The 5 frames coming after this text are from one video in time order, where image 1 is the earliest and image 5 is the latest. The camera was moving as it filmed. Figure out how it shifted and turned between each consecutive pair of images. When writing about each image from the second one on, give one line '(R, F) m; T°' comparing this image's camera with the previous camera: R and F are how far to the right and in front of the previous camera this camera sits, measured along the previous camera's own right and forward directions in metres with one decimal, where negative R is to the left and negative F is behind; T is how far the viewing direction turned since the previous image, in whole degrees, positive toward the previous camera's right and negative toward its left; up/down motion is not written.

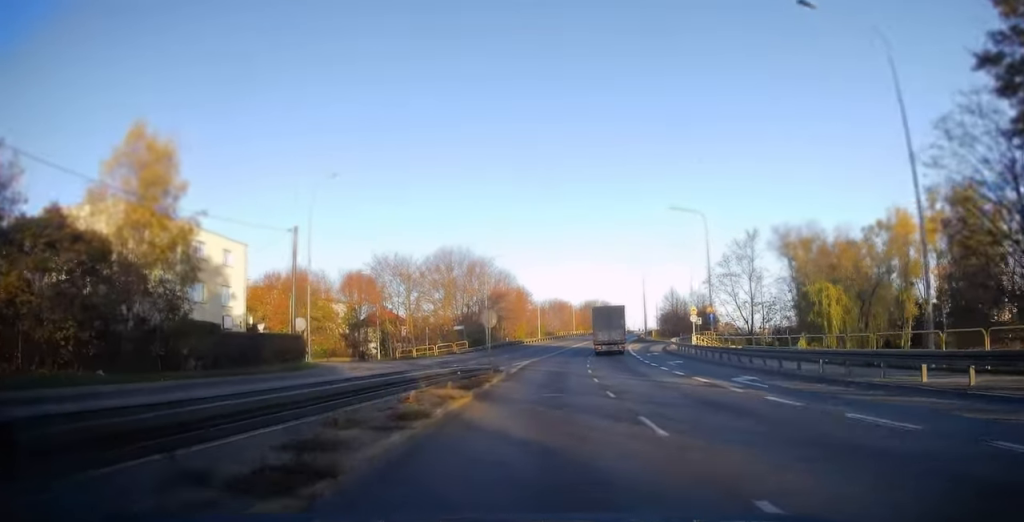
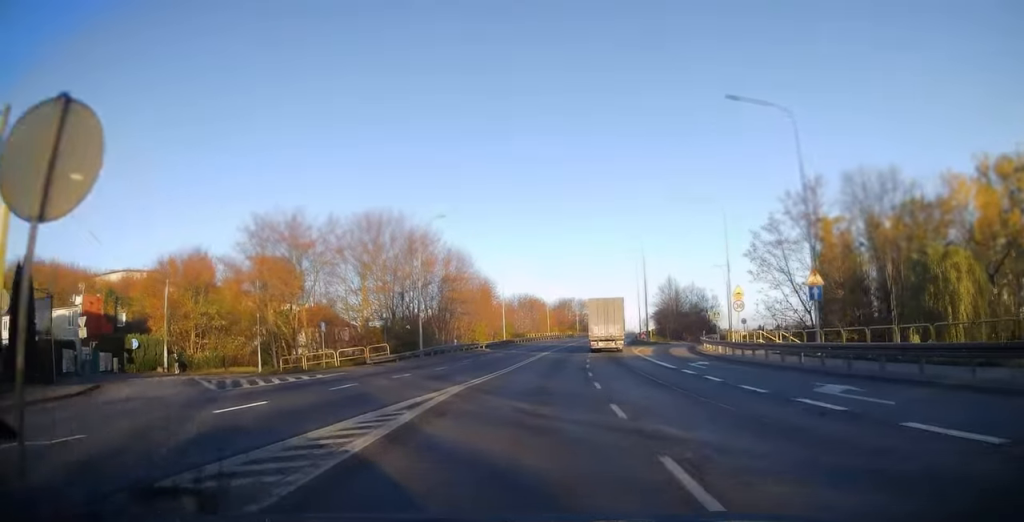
(+0.6, +22.7) m; +2°
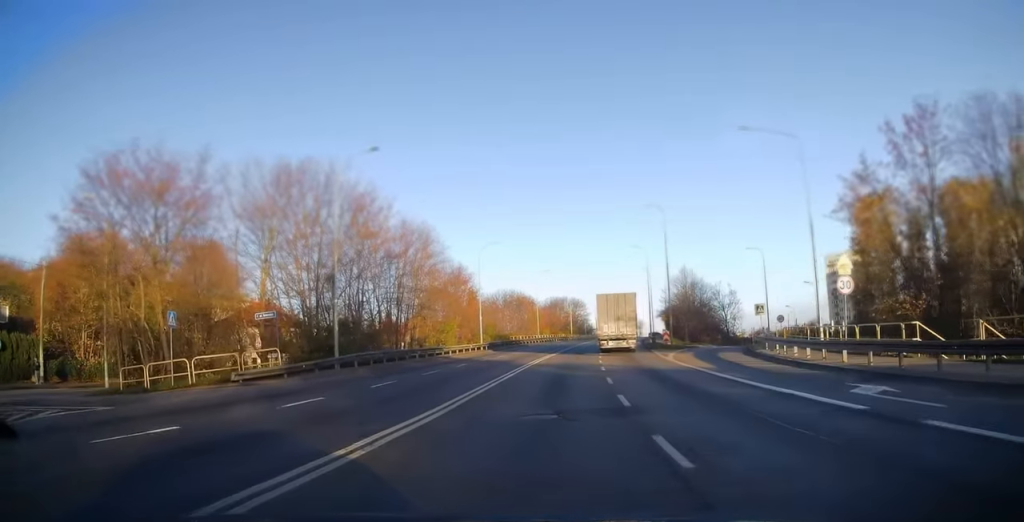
(0.0, +16.3) m; +1°
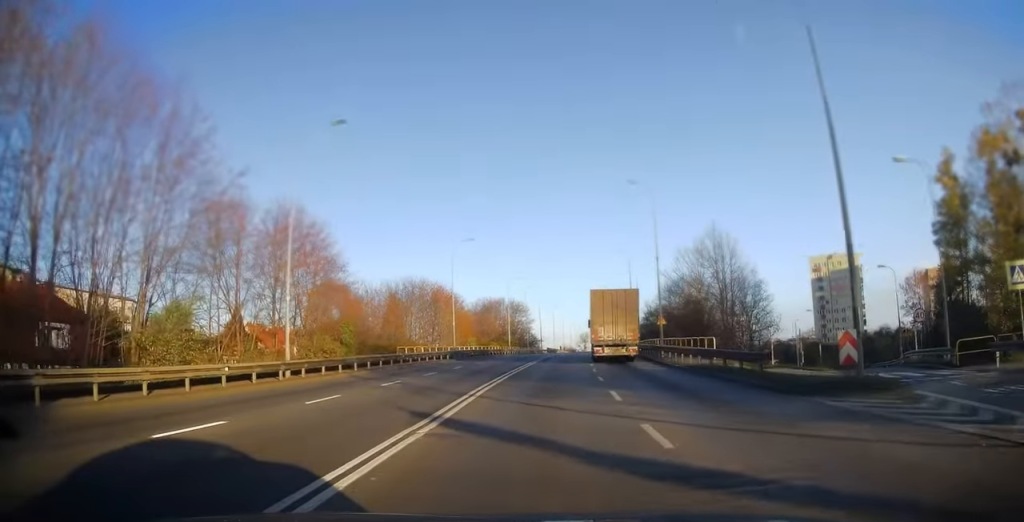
(+1.9, +34.4) m; +6°
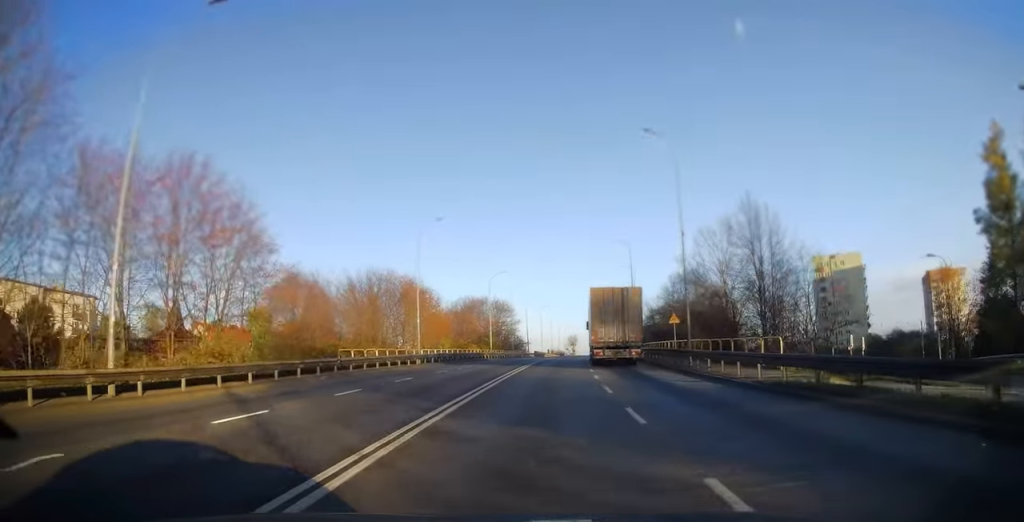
(+0.2, +10.2) m; +1°
